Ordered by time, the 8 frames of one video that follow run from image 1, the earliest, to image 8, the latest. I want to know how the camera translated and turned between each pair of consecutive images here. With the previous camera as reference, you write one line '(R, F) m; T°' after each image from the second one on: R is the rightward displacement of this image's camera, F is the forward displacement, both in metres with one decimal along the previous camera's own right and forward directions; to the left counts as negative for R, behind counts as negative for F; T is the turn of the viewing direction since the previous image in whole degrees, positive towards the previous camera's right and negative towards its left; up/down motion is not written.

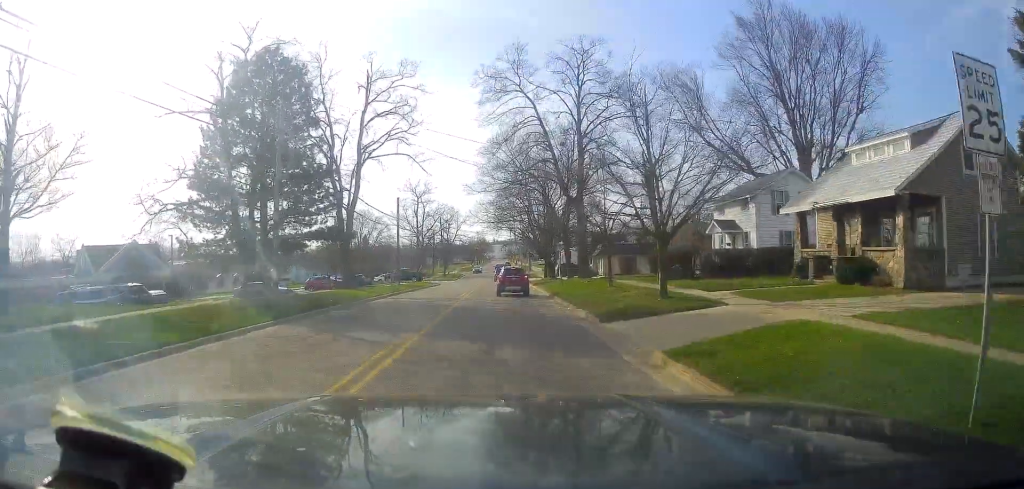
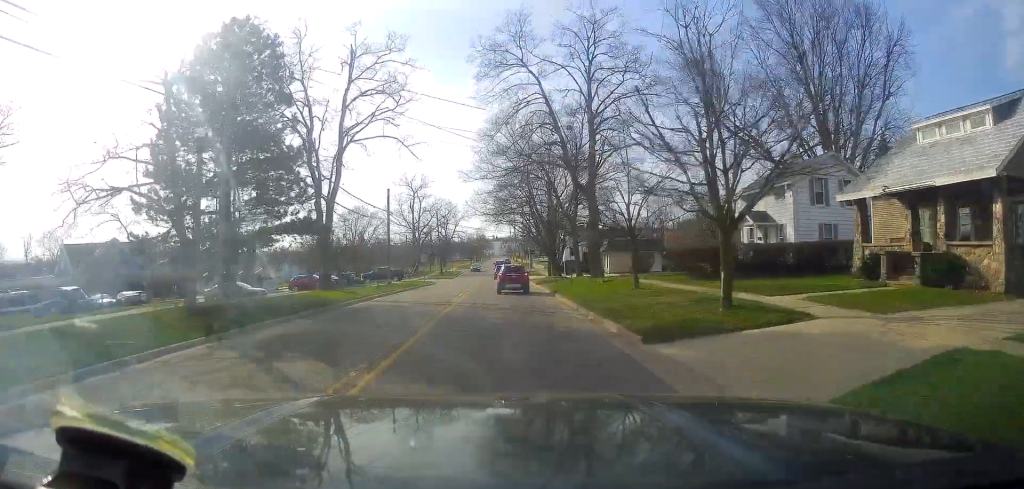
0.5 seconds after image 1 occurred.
(-0.1, +5.1) m; +1°
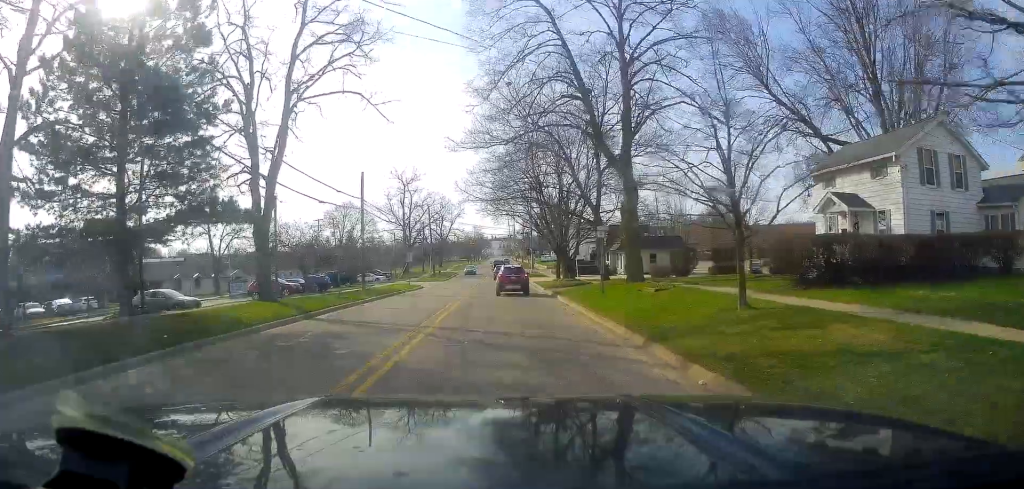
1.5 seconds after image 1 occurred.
(+0.3, +9.8) m; -2°
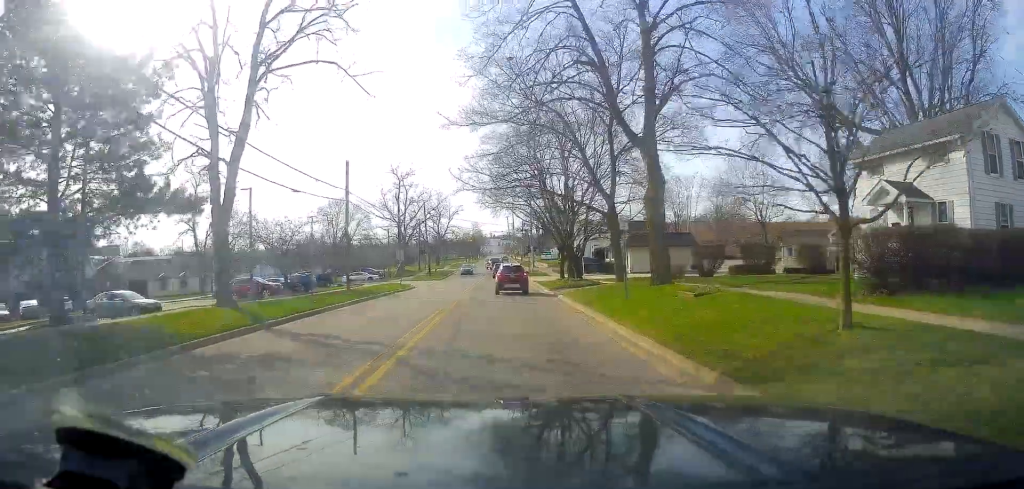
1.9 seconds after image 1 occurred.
(-0.2, +4.0) m; 0°
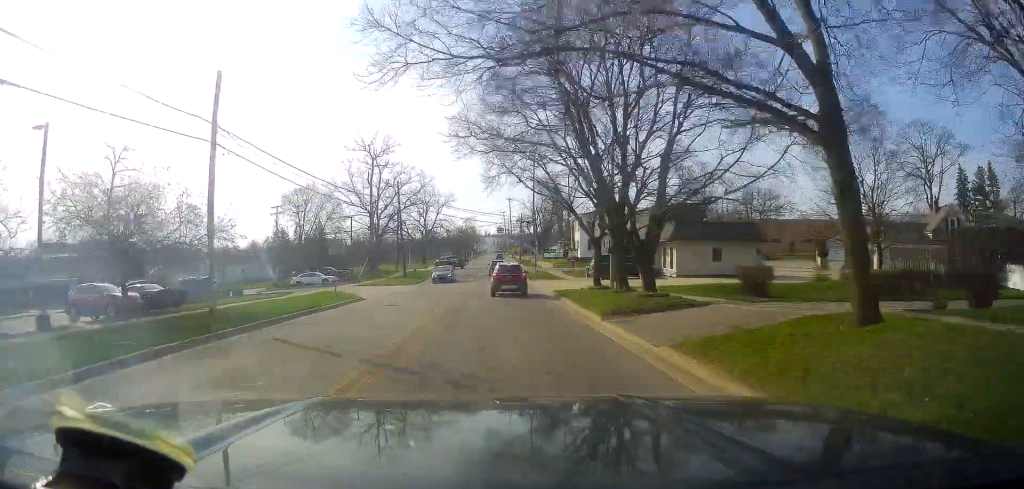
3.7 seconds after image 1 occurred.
(+0.2, +18.5) m; +1°
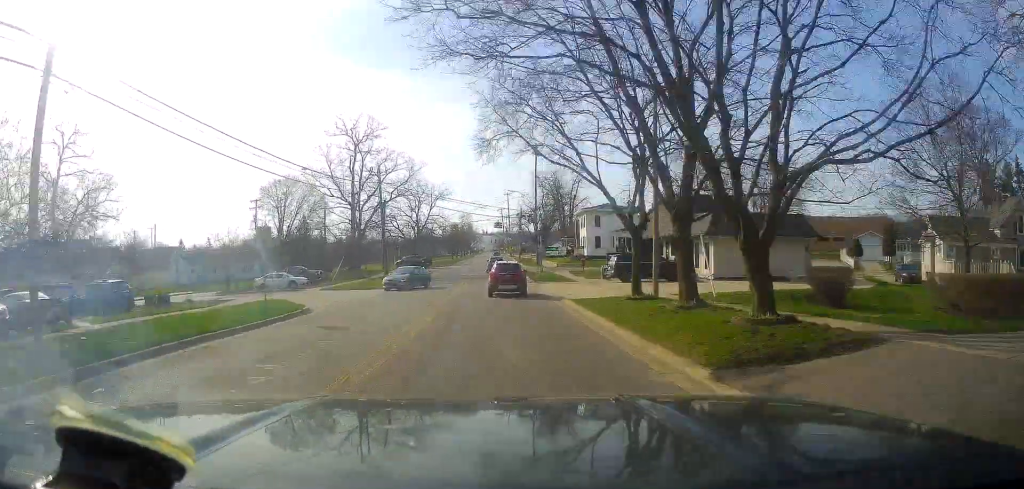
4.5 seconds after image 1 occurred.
(-0.2, +9.0) m; -1°
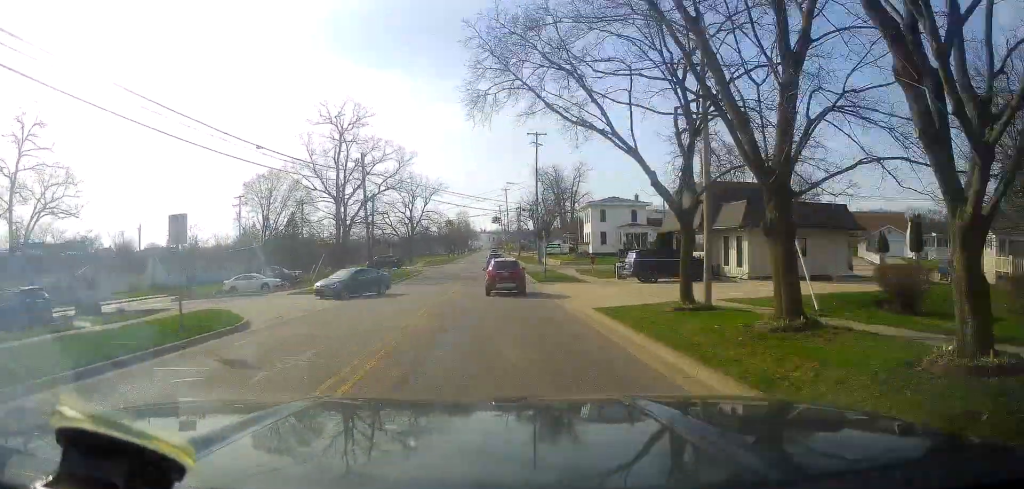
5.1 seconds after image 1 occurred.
(0.0, +5.8) m; +2°
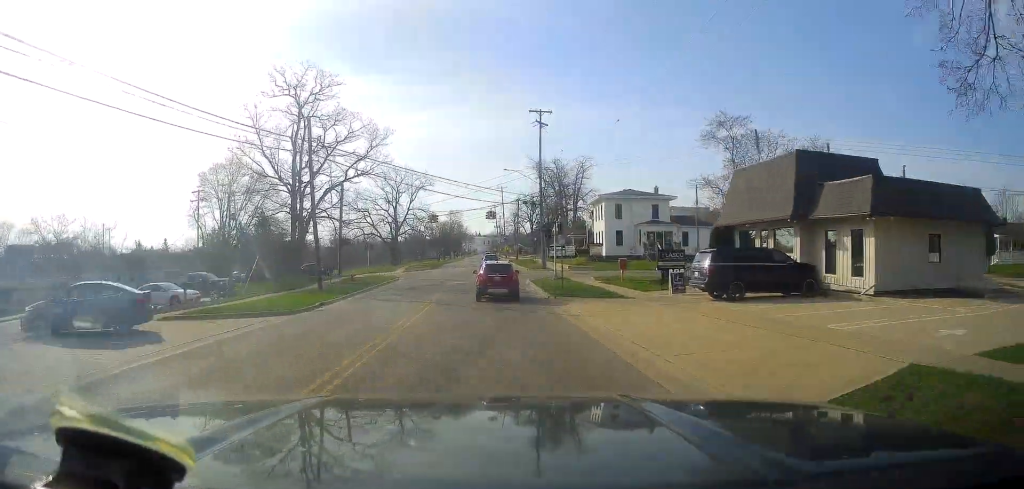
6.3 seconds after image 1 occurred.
(+0.6, +12.7) m; +3°
